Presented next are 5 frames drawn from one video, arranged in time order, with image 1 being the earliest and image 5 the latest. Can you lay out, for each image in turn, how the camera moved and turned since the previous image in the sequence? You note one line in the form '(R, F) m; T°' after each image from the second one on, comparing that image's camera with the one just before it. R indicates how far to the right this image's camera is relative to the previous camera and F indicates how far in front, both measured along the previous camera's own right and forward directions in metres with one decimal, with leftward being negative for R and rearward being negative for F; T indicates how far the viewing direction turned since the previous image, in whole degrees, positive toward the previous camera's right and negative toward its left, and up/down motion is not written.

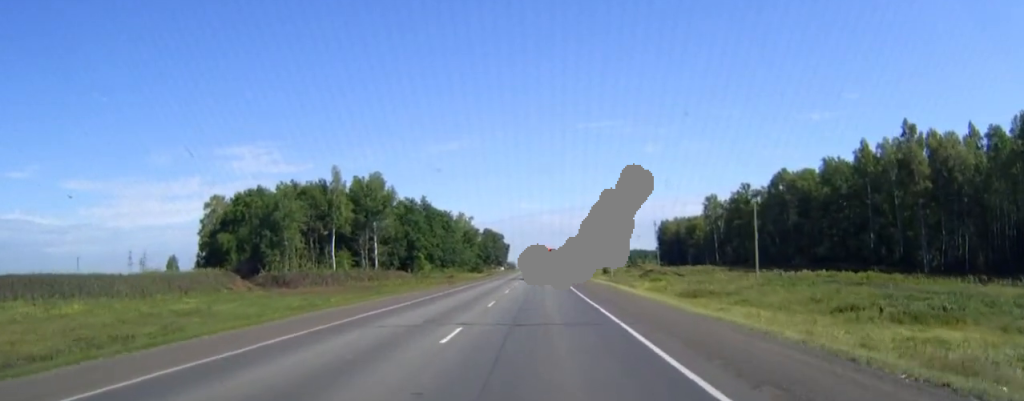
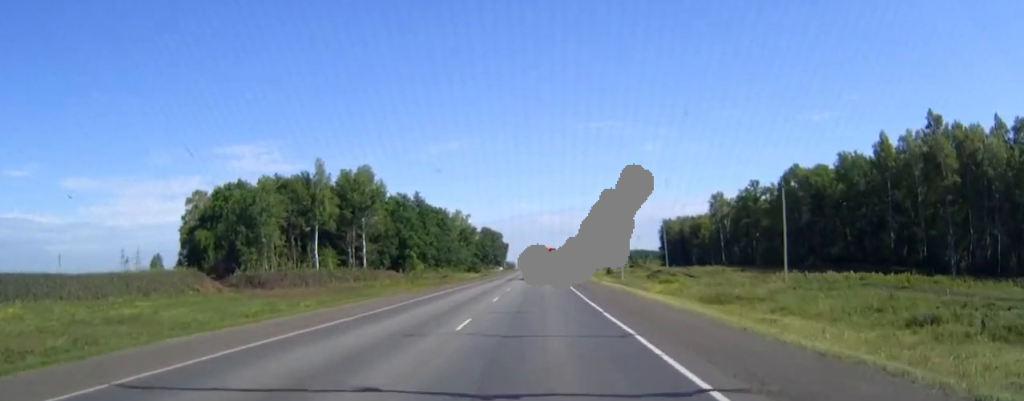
(0.0, +9.2) m; 0°
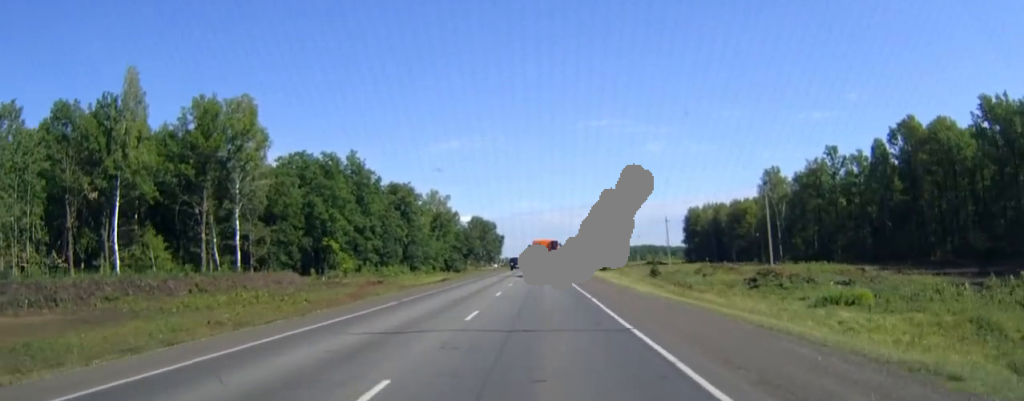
(-0.1, +58.0) m; 0°
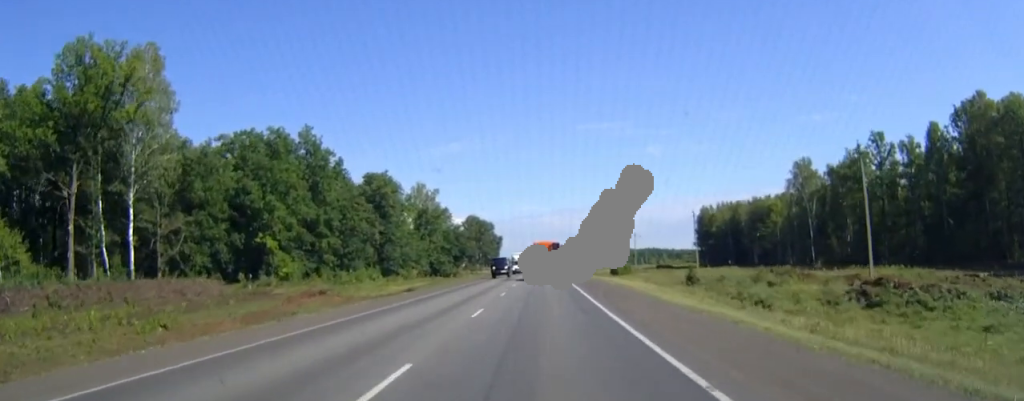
(0.0, +22.5) m; 0°
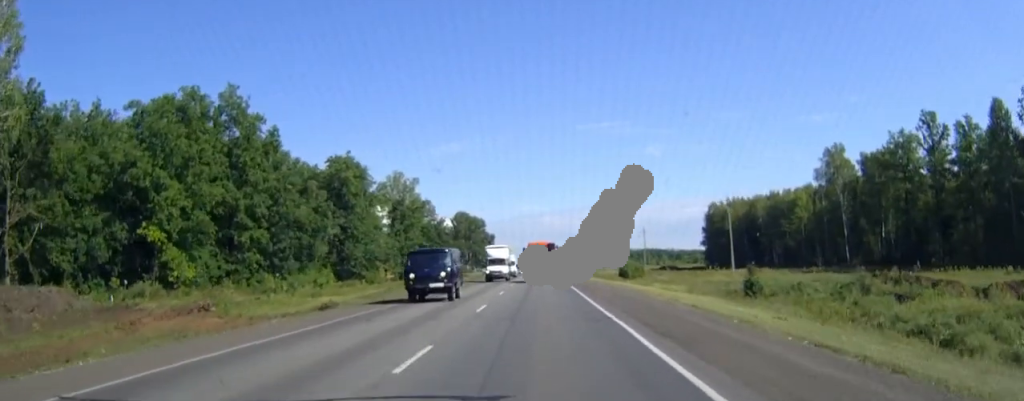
(0.0, +21.8) m; 0°
